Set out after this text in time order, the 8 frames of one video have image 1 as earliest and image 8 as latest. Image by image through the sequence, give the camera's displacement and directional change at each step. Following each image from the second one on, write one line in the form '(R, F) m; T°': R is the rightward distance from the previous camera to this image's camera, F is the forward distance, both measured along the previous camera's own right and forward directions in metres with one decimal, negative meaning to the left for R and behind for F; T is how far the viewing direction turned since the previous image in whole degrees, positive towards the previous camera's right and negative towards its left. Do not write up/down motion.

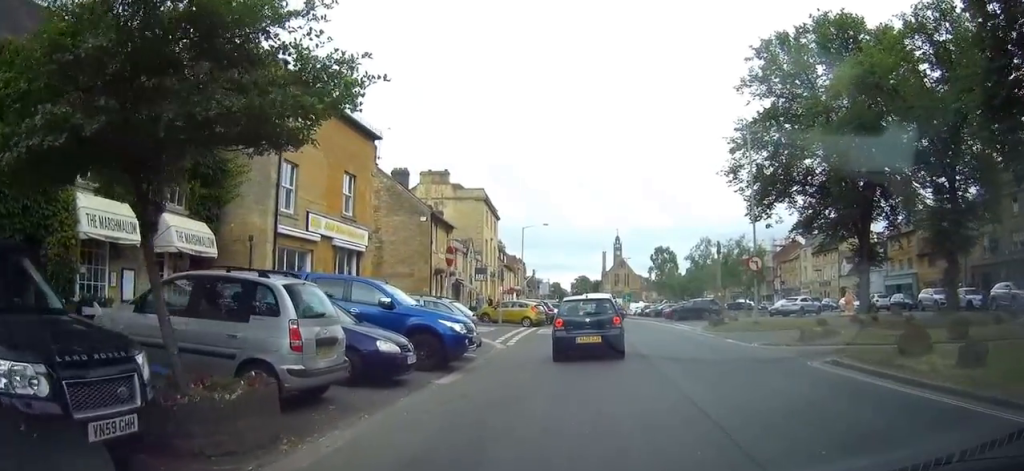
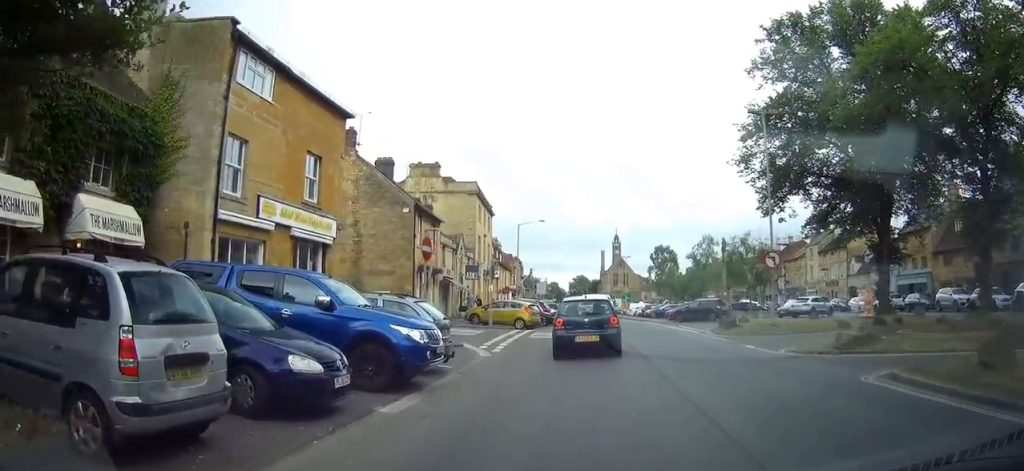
(0.0, +3.1) m; +1°
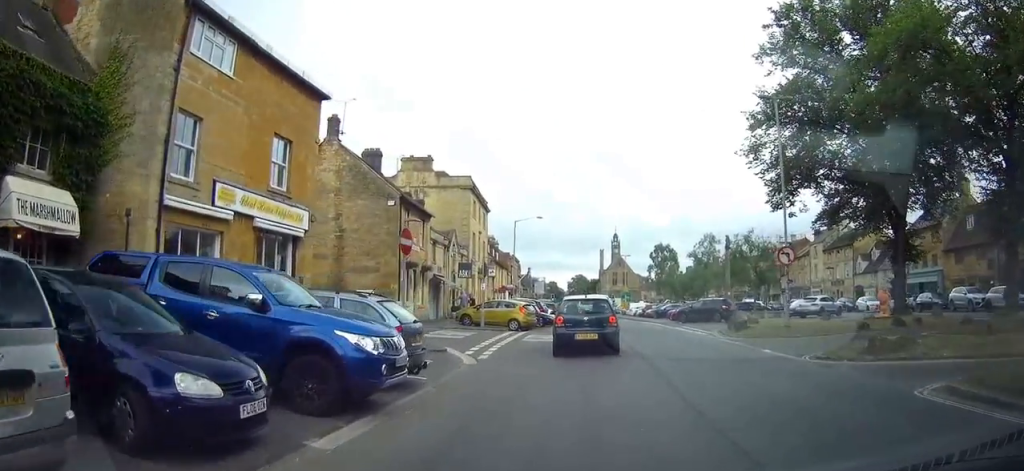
(0.0, +2.2) m; 0°
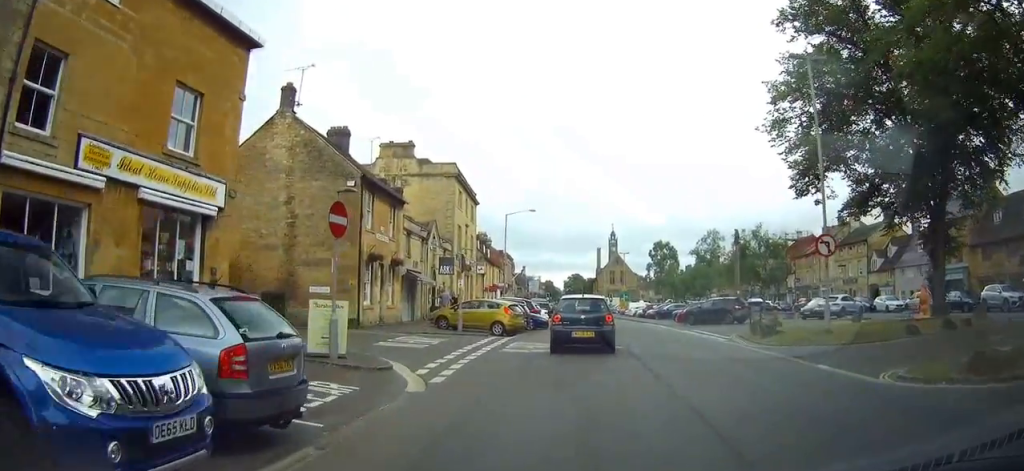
(0.0, +4.5) m; +1°
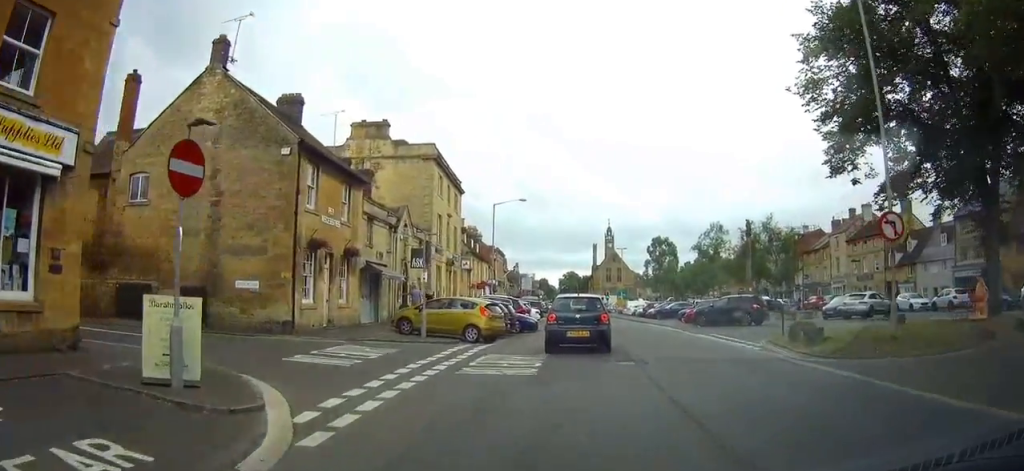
(0.0, +4.9) m; +1°
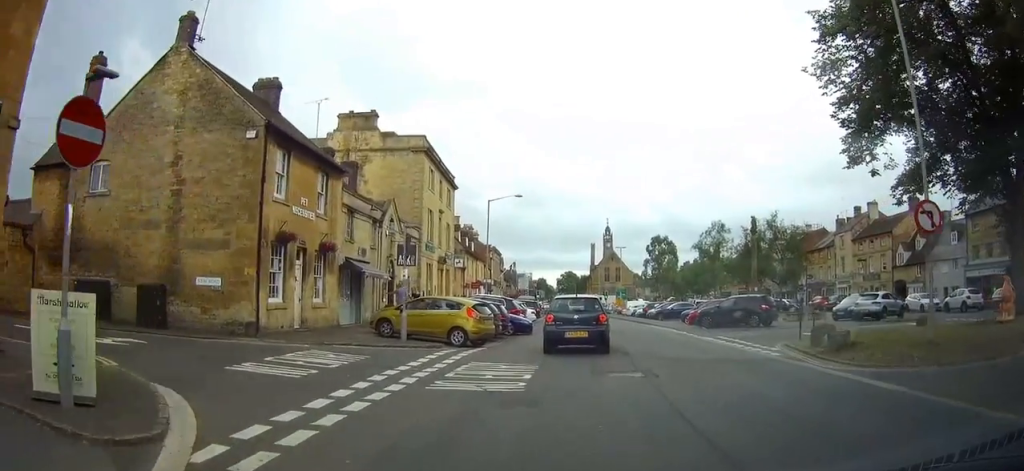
(0.0, +6.9) m; -1°
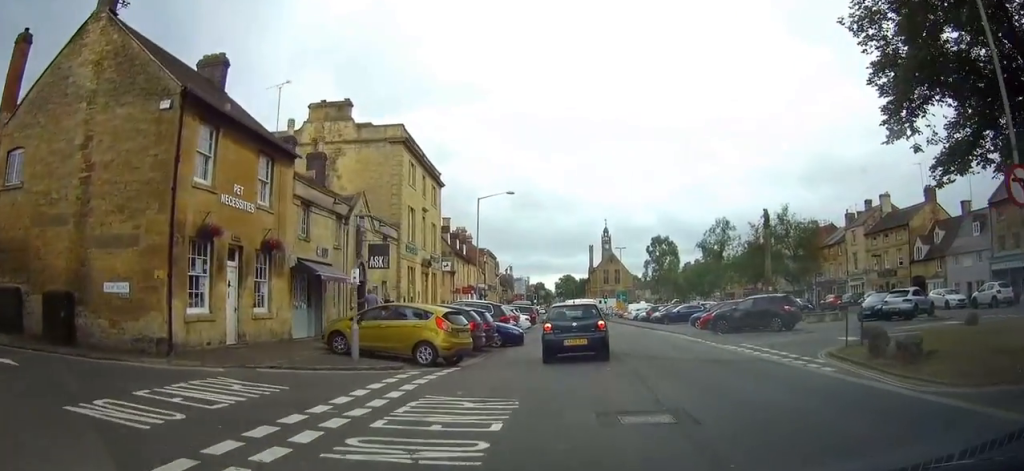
(-0.1, +3.5) m; -2°
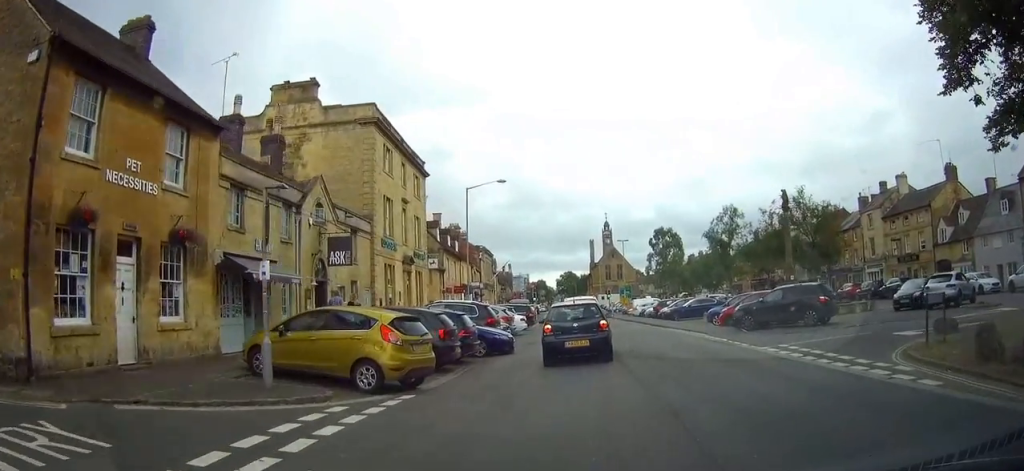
(-0.1, +4.0) m; -1°
